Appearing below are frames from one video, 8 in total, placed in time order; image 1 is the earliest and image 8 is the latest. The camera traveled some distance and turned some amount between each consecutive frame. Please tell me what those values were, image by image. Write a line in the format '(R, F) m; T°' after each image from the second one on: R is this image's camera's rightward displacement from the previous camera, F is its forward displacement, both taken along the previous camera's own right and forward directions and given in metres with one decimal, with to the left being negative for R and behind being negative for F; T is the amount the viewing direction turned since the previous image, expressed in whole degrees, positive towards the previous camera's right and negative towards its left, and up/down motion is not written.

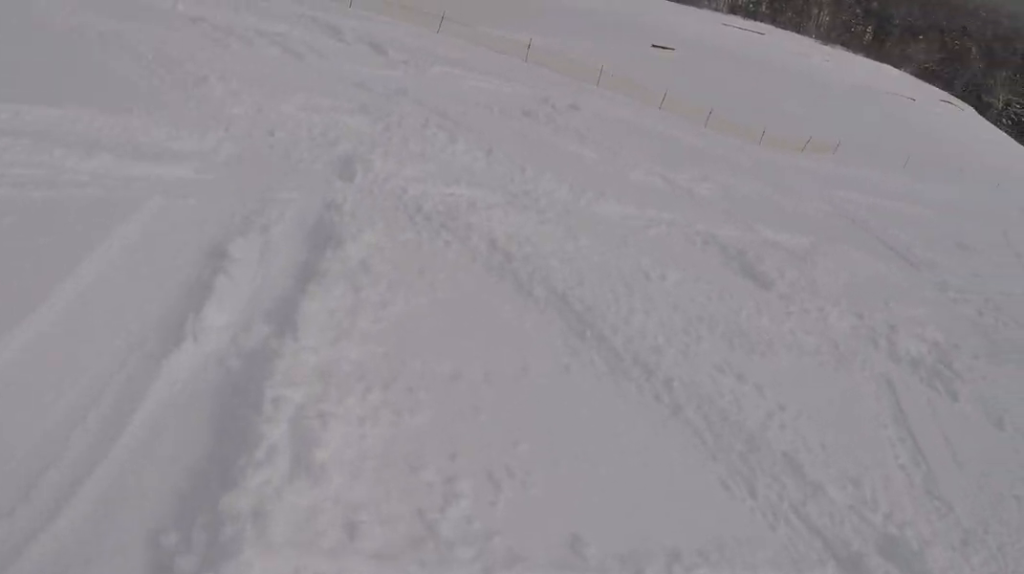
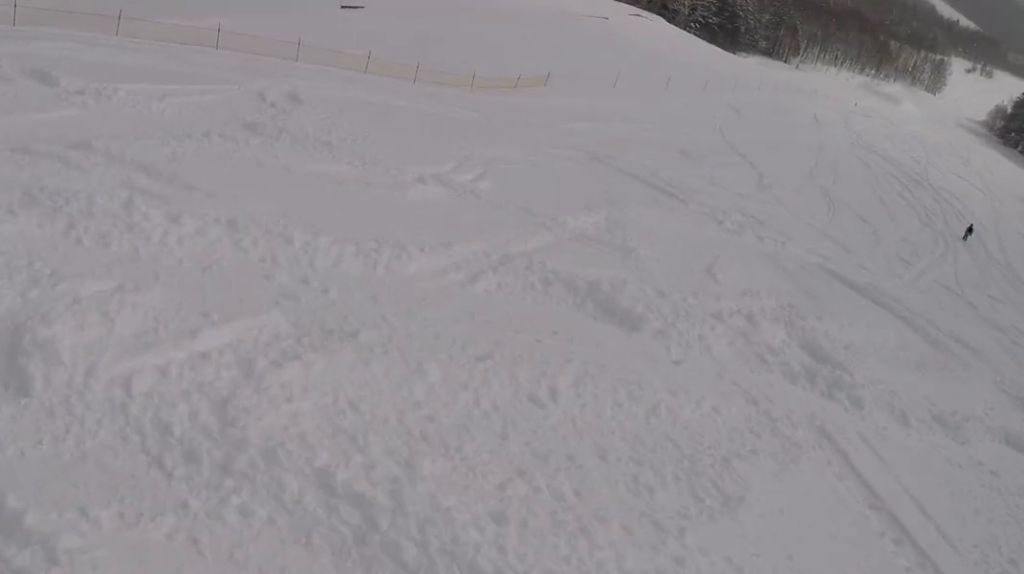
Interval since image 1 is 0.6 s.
(0.0, +2.7) m; +19°
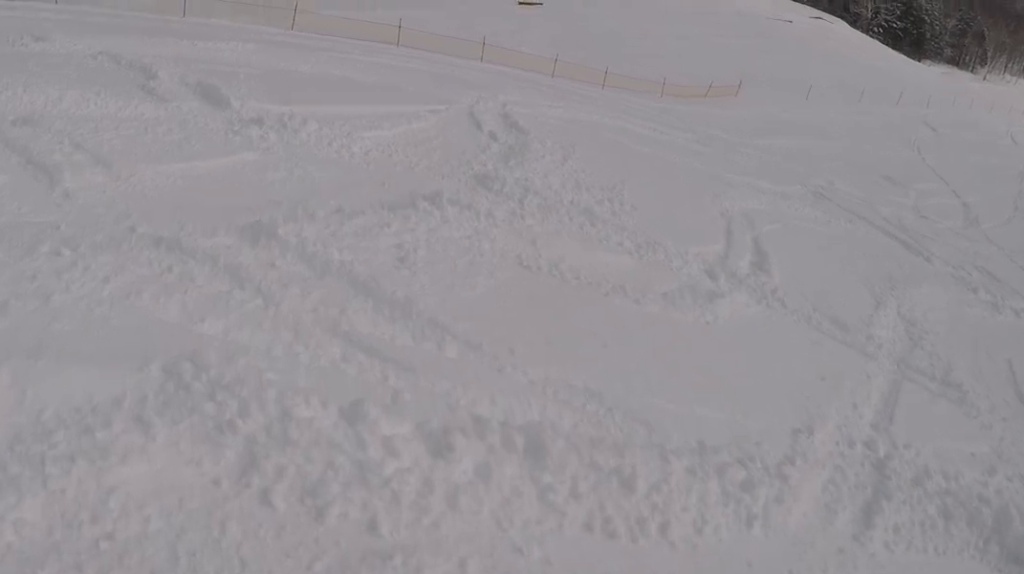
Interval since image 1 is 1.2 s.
(+0.8, +2.4) m; +27°
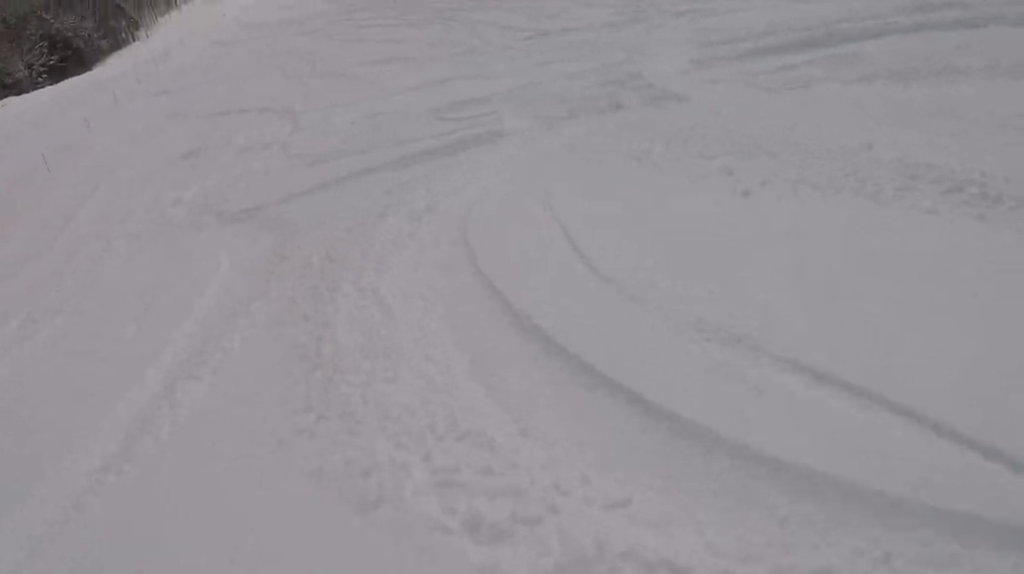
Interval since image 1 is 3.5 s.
(+5.7, +7.0) m; +59°
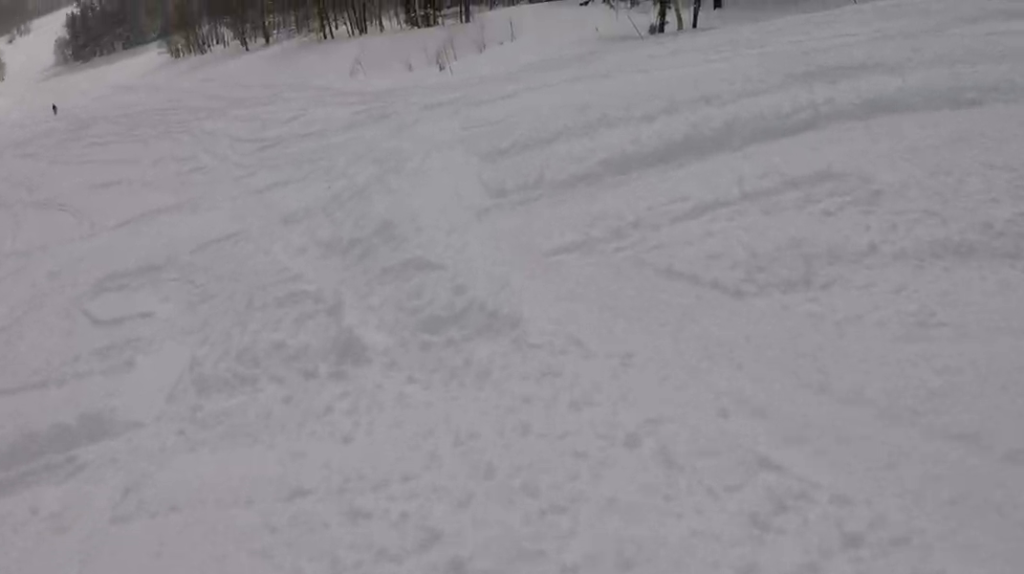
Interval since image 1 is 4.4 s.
(+0.4, +4.3) m; +2°
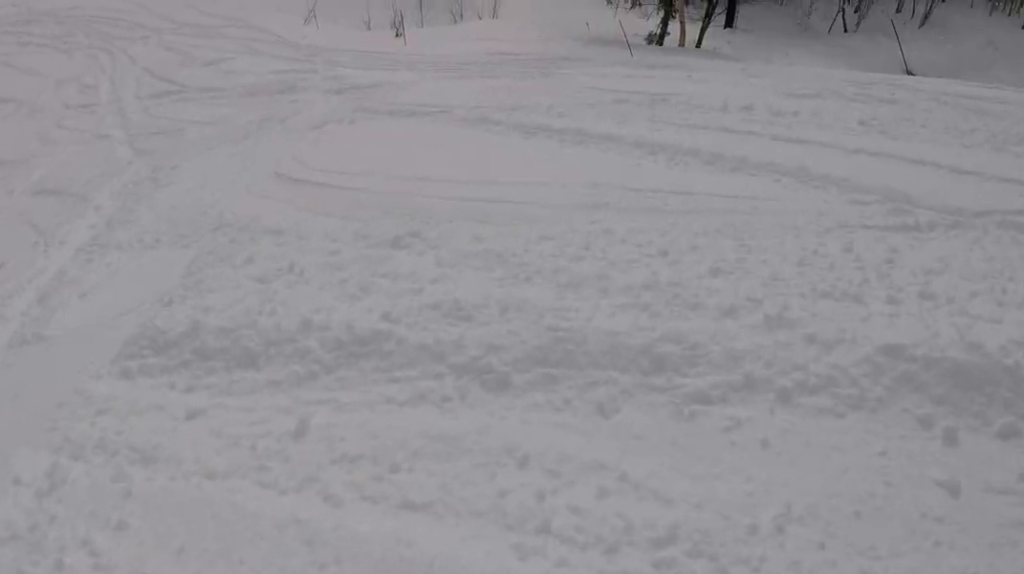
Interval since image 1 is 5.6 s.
(-0.3, +5.6) m; -24°
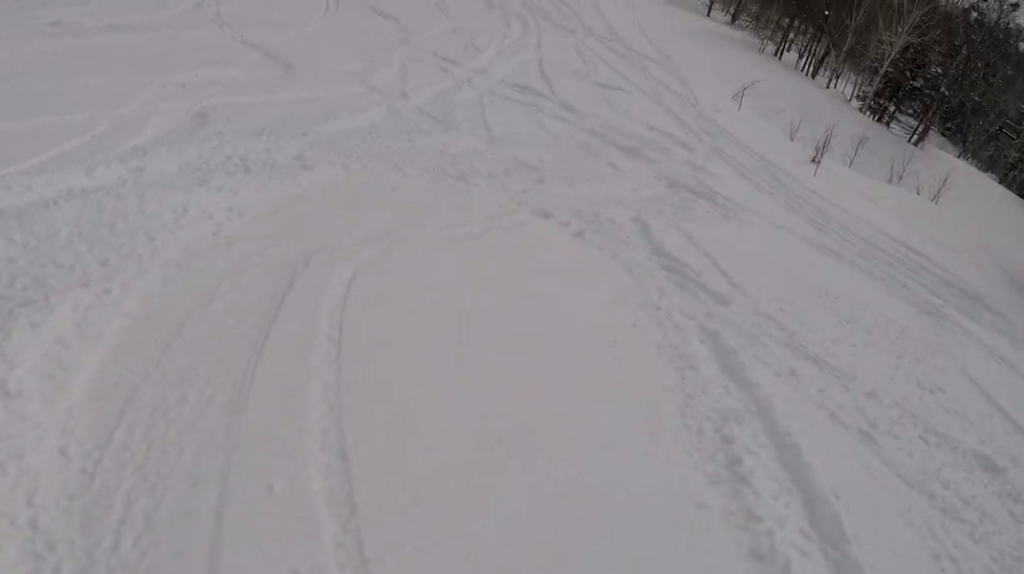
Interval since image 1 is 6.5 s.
(-1.5, +5.1) m; -19°
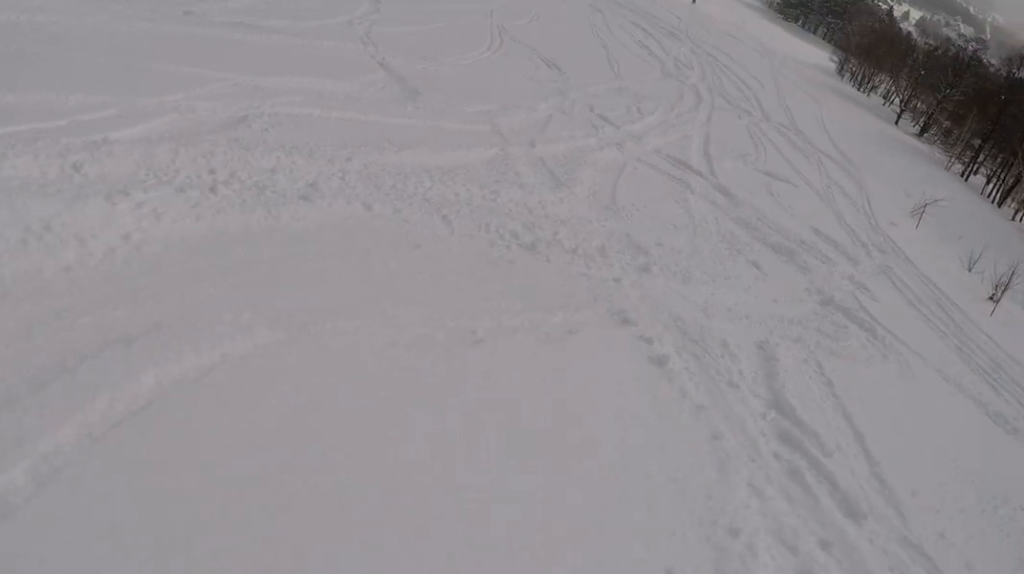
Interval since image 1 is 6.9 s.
(-0.2, +2.7) m; -5°
